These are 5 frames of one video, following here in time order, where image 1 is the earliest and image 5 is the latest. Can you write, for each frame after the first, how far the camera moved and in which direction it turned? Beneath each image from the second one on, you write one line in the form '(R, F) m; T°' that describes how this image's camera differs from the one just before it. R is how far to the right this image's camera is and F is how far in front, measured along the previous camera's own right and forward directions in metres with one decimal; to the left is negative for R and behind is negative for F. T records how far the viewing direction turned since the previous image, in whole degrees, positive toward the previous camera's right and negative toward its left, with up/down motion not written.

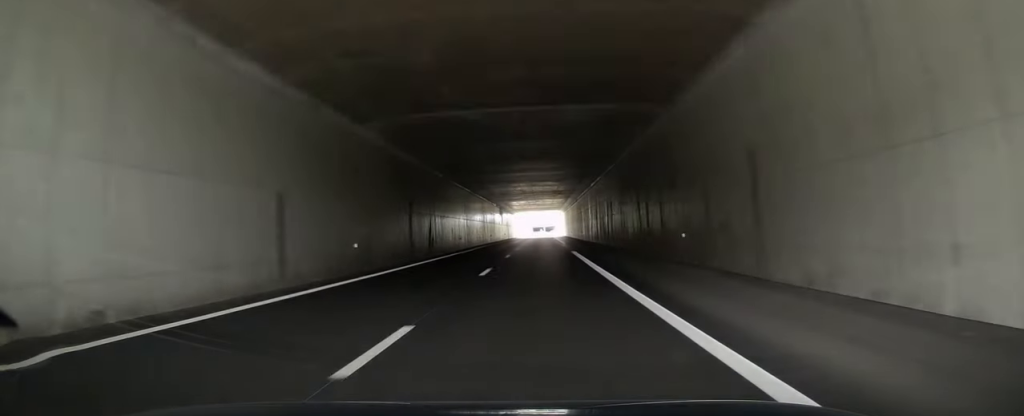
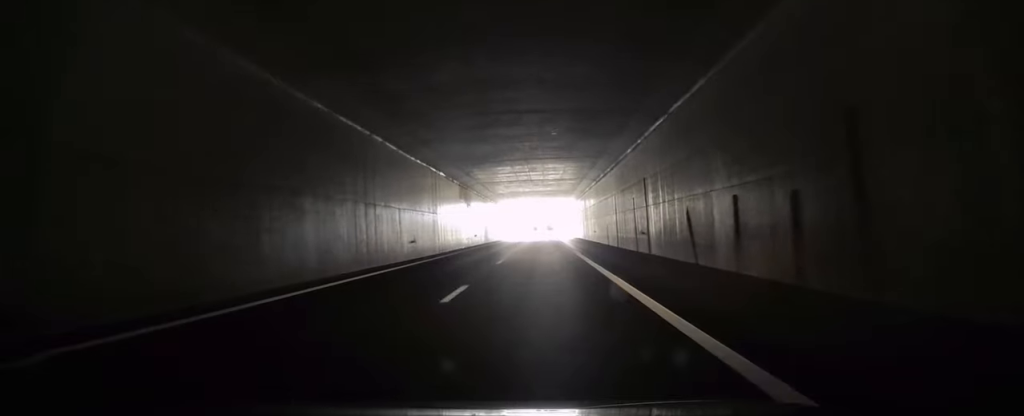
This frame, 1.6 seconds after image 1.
(-0.4, +45.9) m; -1°
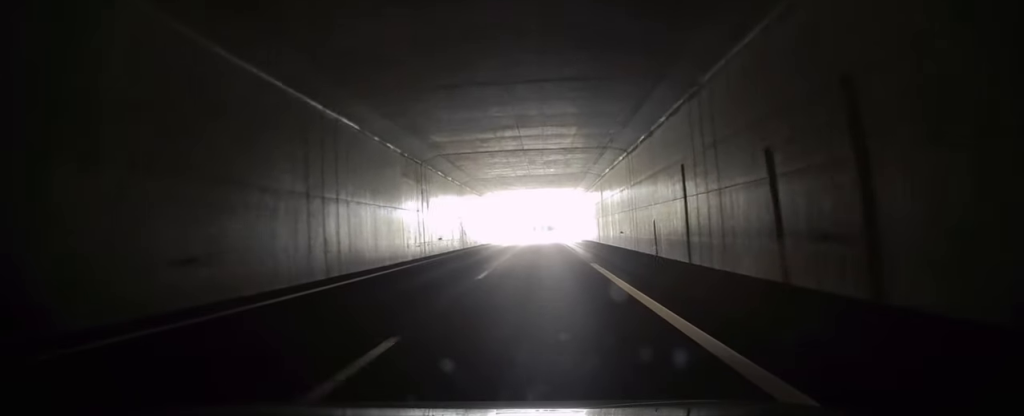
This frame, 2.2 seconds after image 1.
(-0.1, +20.2) m; +1°
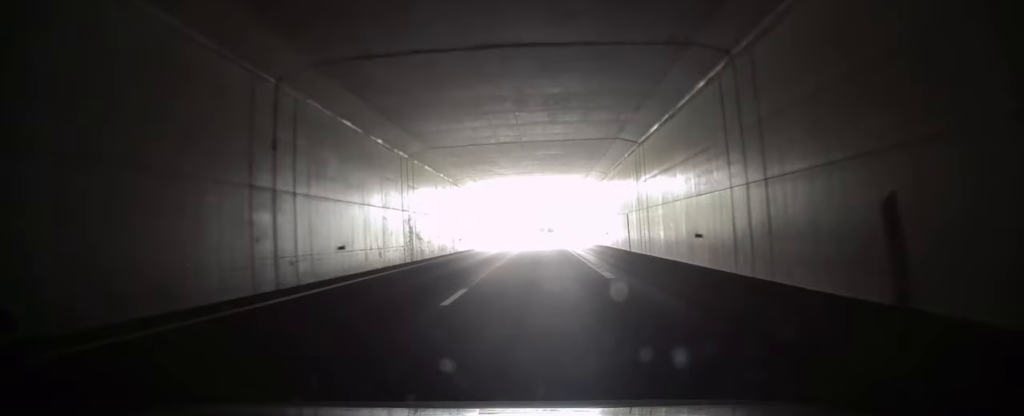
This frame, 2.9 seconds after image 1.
(+0.2, +19.3) m; 0°
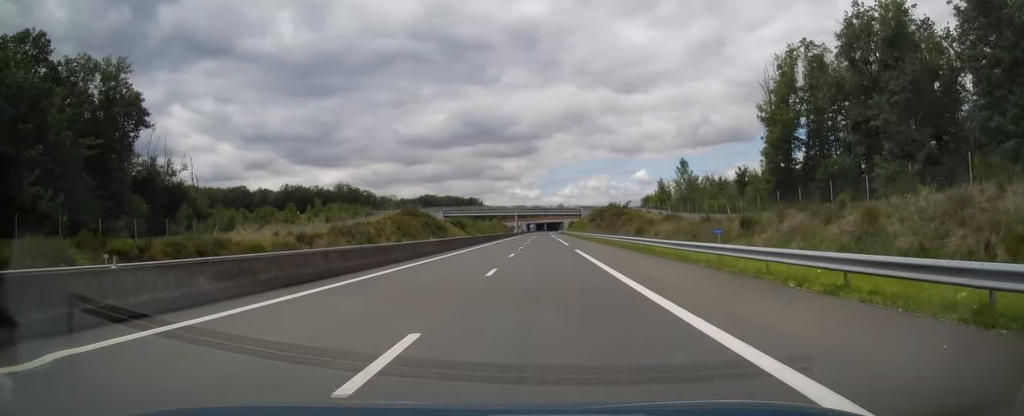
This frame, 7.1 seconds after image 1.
(-2.8, +122.1) m; -2°
